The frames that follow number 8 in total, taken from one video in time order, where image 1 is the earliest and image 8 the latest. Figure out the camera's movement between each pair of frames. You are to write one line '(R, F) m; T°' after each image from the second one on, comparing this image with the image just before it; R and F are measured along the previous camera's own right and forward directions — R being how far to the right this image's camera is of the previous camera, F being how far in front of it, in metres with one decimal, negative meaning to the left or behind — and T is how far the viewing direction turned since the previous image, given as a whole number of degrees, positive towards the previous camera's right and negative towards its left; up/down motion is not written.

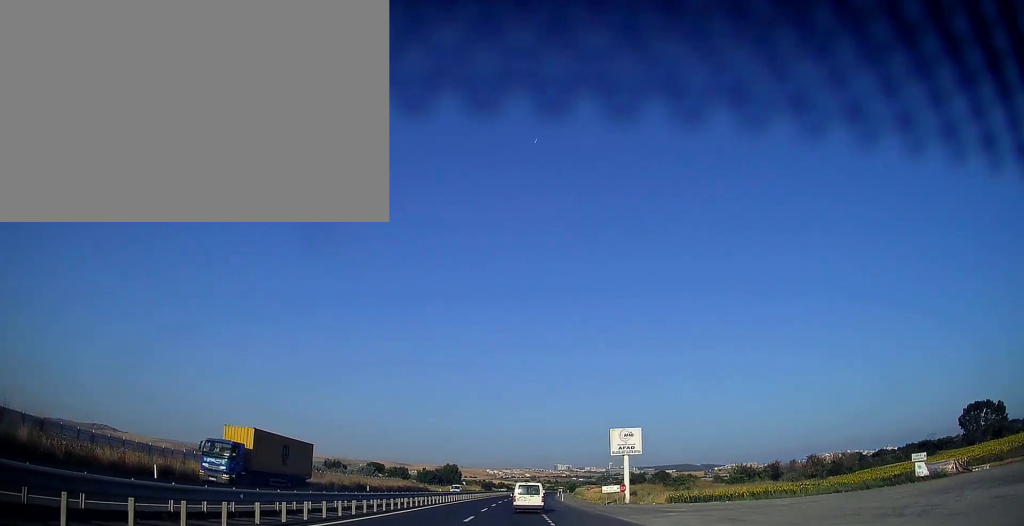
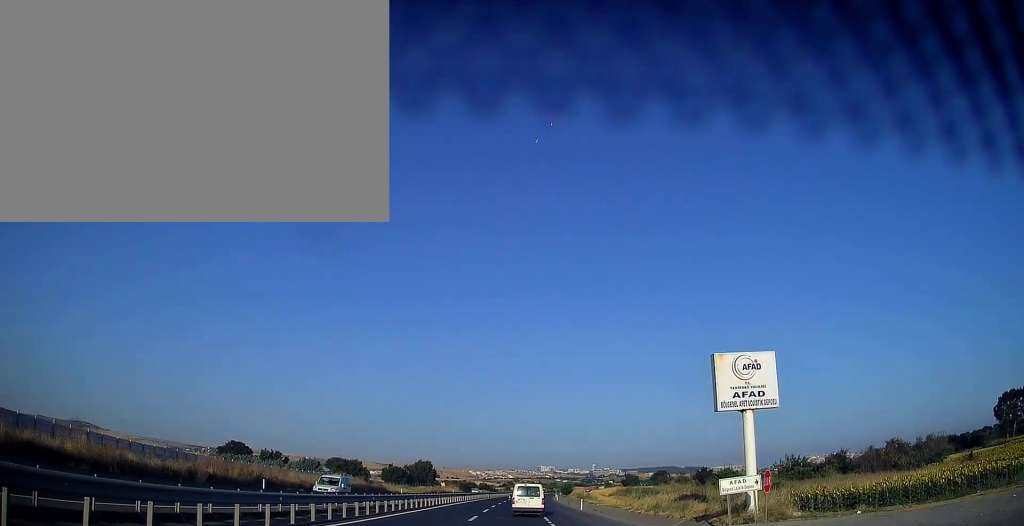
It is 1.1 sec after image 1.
(+0.7, +34.5) m; +1°
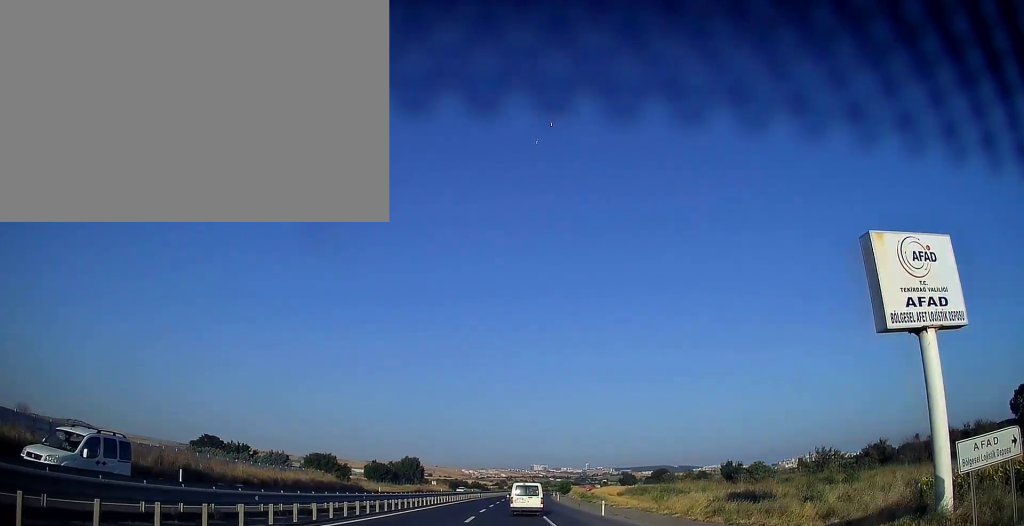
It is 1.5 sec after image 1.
(0.0, +13.6) m; 0°
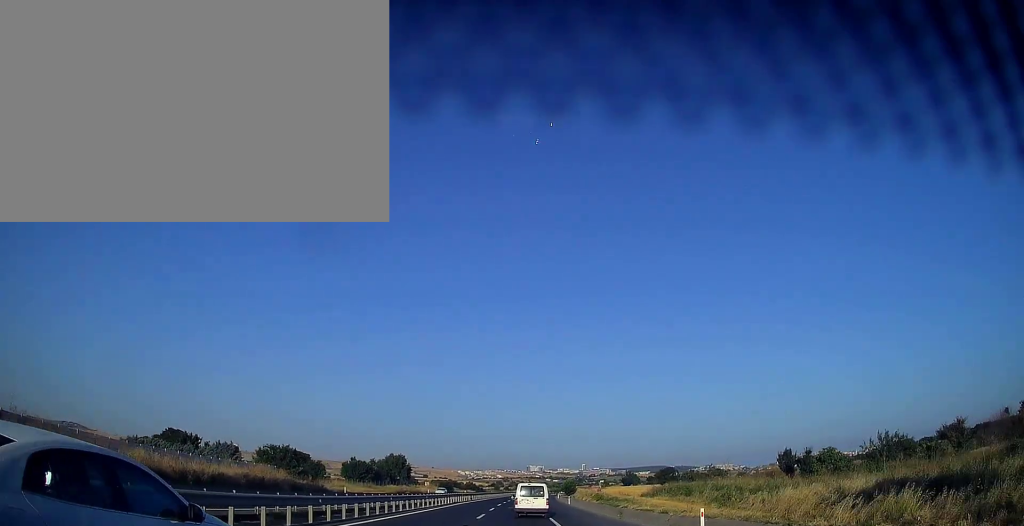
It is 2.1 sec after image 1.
(0.0, +18.9) m; +1°
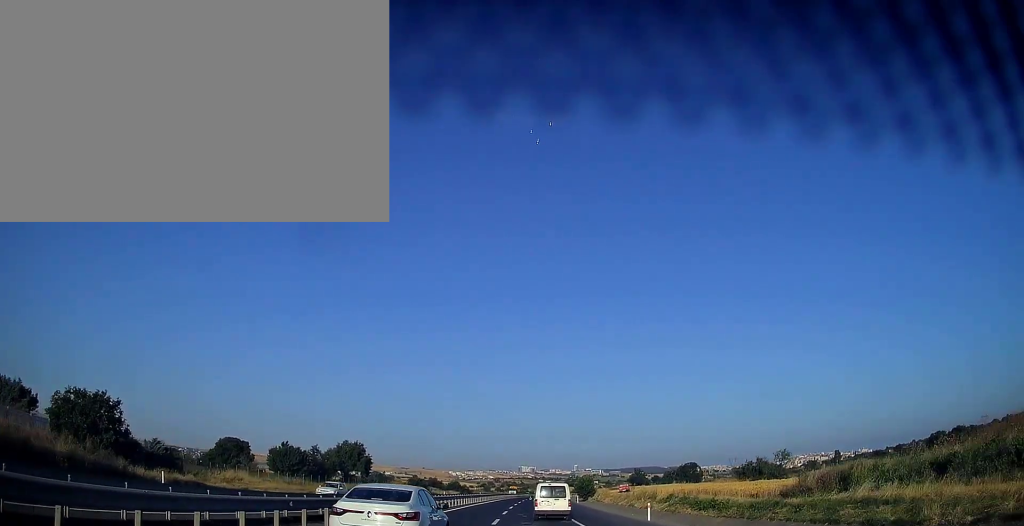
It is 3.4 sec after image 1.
(+0.8, +40.0) m; +2°
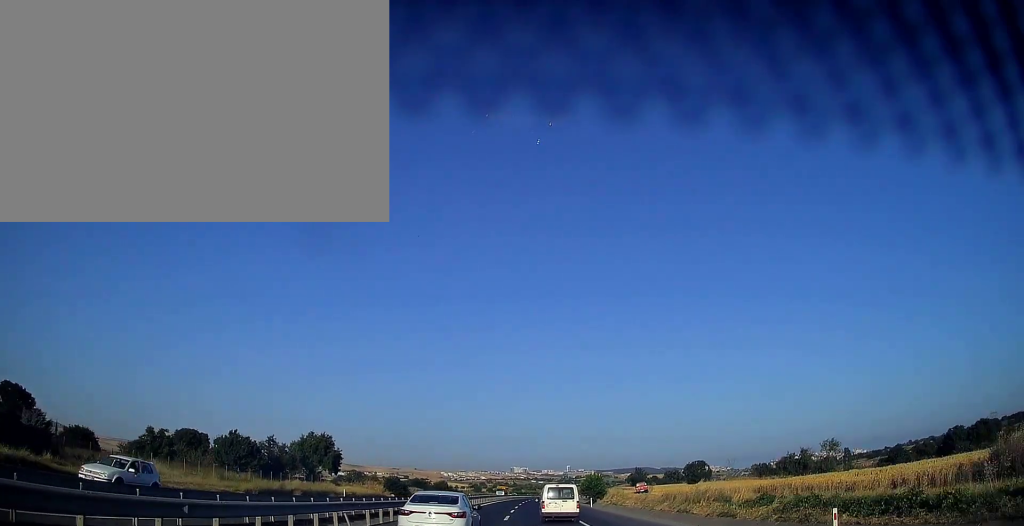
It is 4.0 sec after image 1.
(+0.1, +17.9) m; 0°
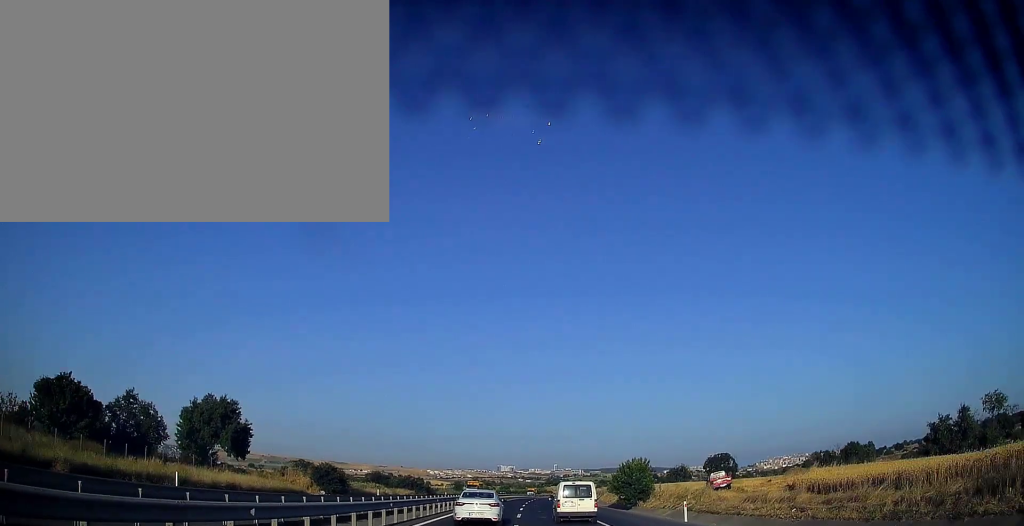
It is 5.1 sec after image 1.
(0.0, +35.8) m; +1°
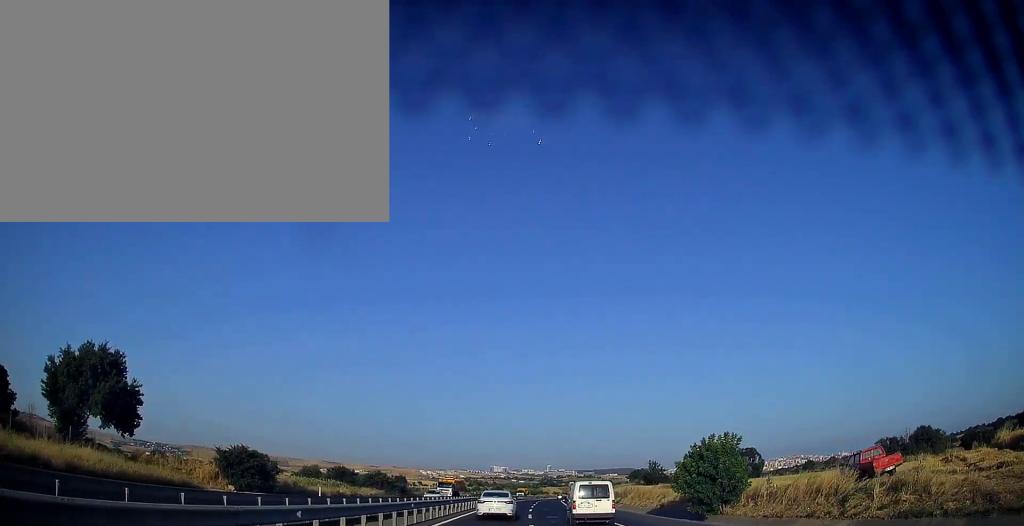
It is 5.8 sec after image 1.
(+0.4, +22.1) m; +1°
